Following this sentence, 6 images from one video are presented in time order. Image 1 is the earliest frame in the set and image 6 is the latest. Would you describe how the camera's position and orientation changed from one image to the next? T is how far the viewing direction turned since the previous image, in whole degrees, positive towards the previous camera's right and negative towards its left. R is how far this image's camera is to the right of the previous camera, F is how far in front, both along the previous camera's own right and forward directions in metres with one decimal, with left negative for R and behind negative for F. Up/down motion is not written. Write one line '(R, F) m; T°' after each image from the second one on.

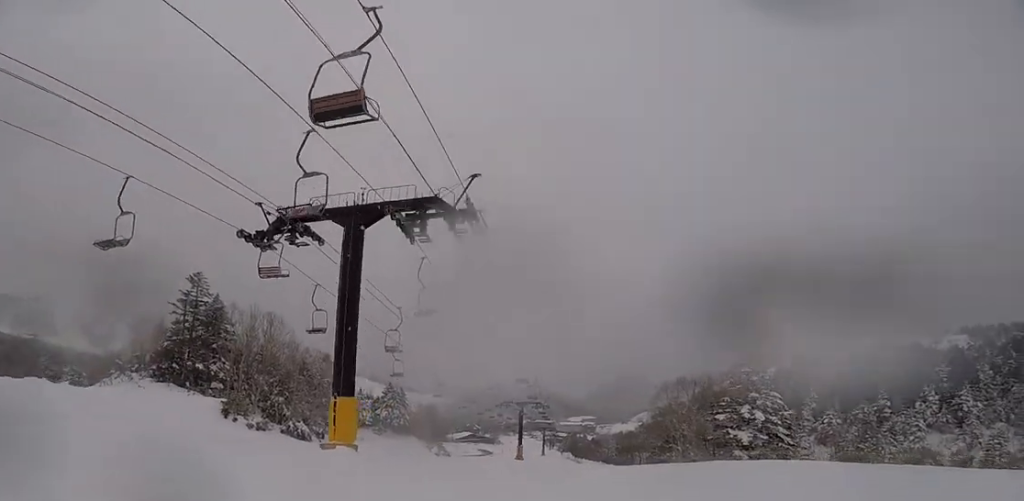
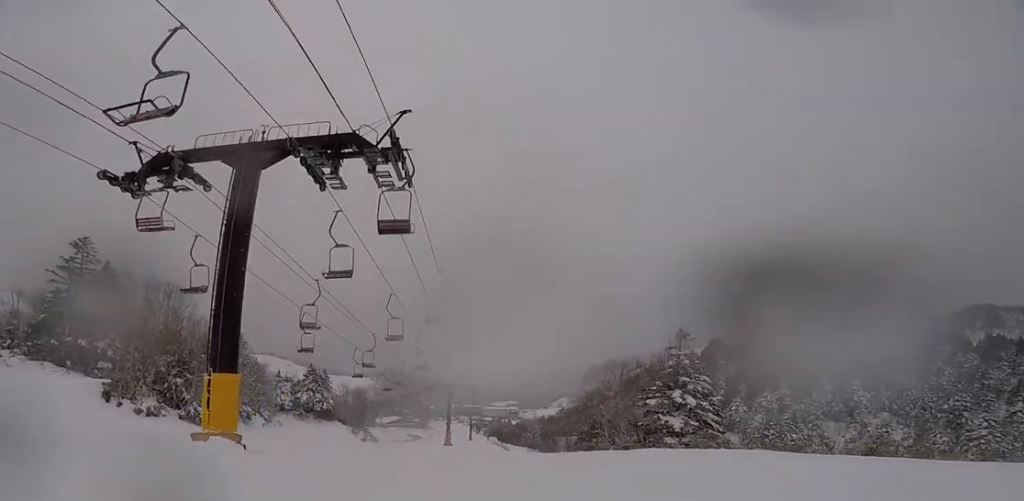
(+0.1, +3.2) m; +3°
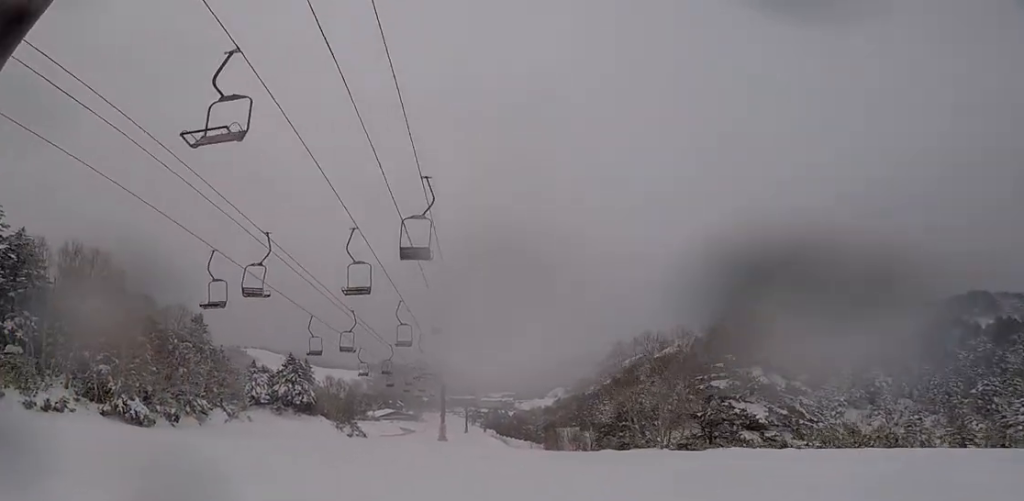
(0.0, +8.7) m; 0°
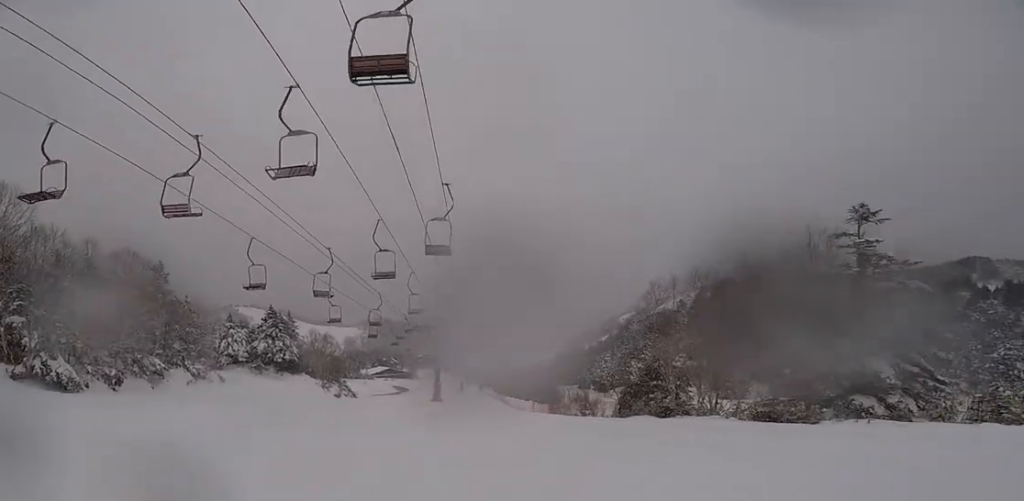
(0.0, +6.8) m; -1°
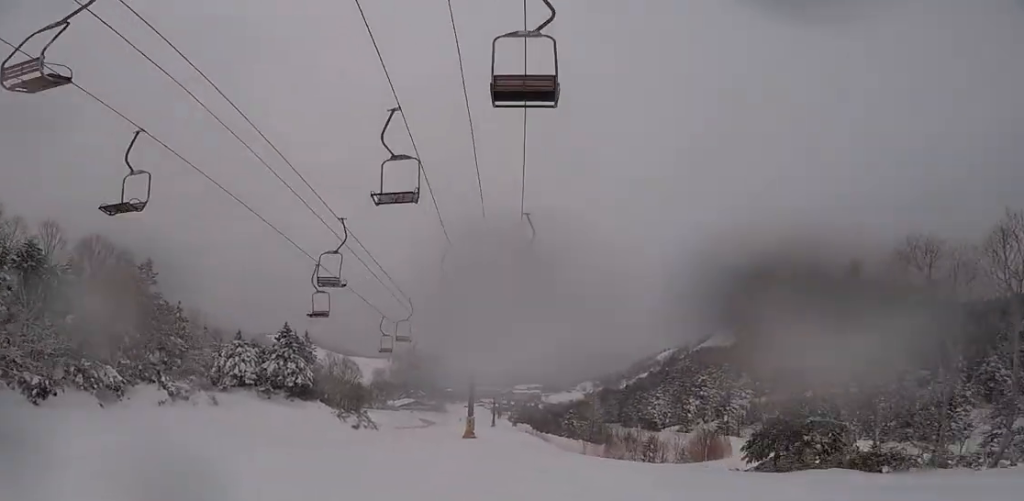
(-0.7, +10.4) m; -7°
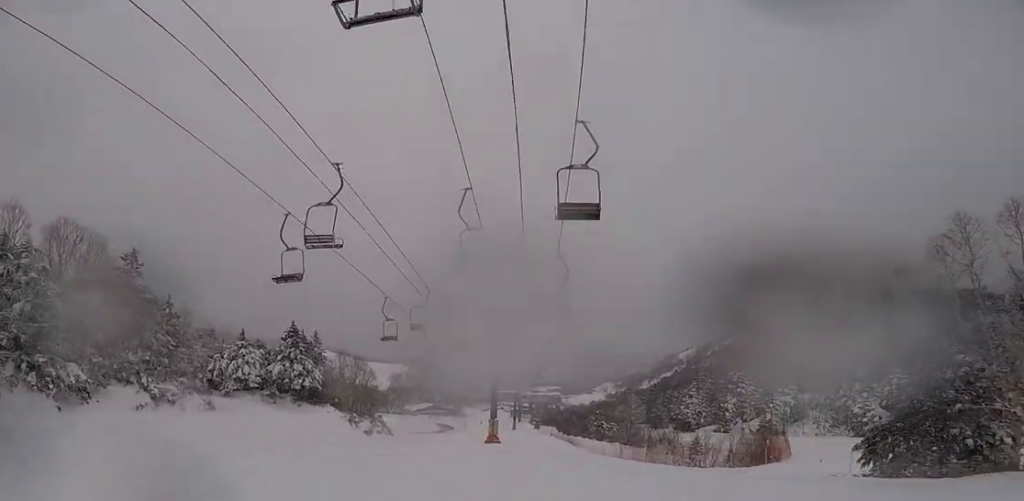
(-0.2, +5.4) m; -2°
